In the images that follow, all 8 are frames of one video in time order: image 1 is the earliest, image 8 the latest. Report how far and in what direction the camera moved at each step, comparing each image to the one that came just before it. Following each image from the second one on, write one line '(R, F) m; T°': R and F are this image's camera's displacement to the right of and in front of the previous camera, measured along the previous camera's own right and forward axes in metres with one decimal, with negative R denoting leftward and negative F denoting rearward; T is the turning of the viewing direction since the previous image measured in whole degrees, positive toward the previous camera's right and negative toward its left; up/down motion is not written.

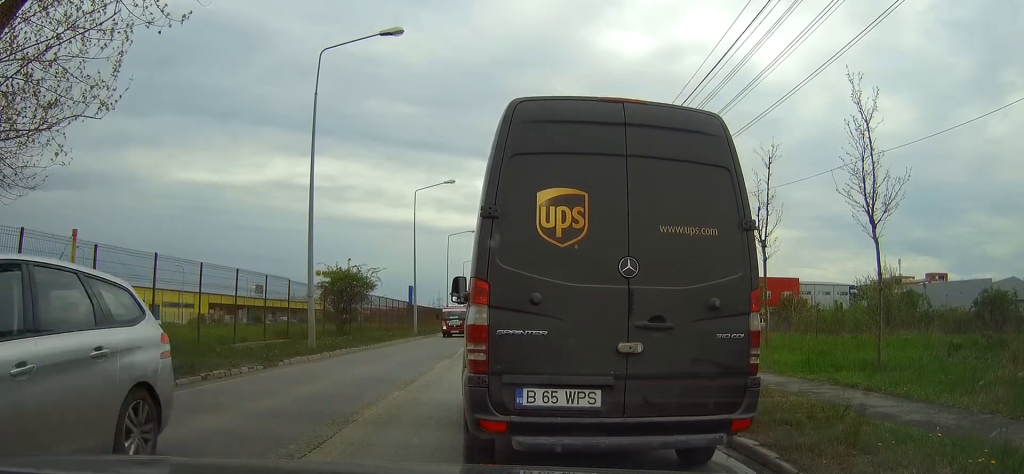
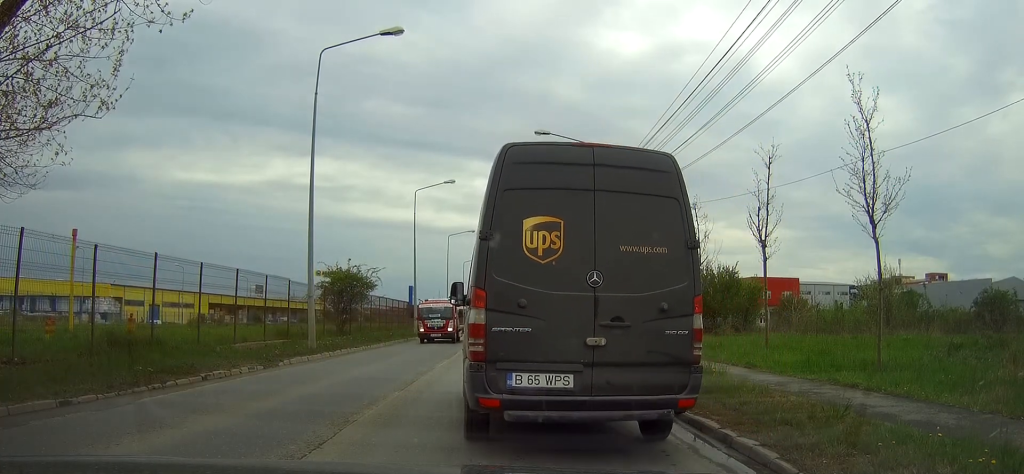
(0.0, 0.0) m; 0°
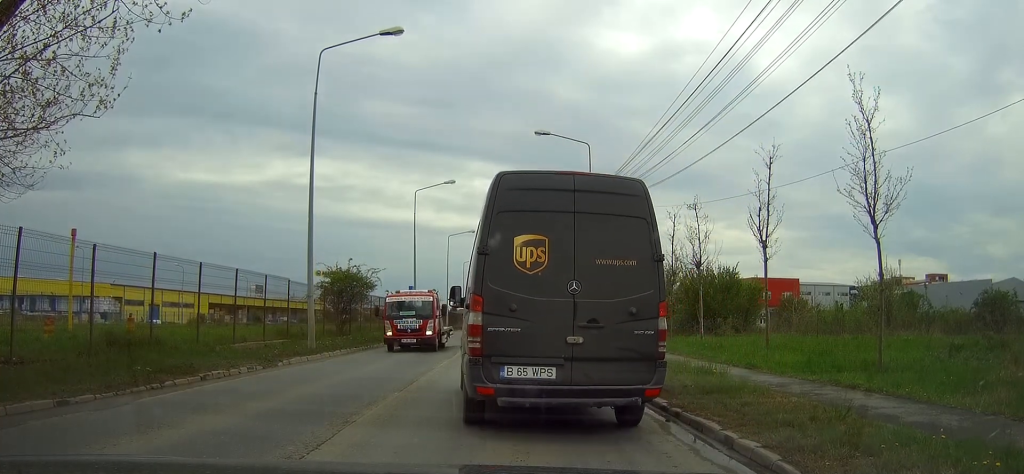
(0.0, 0.0) m; 0°
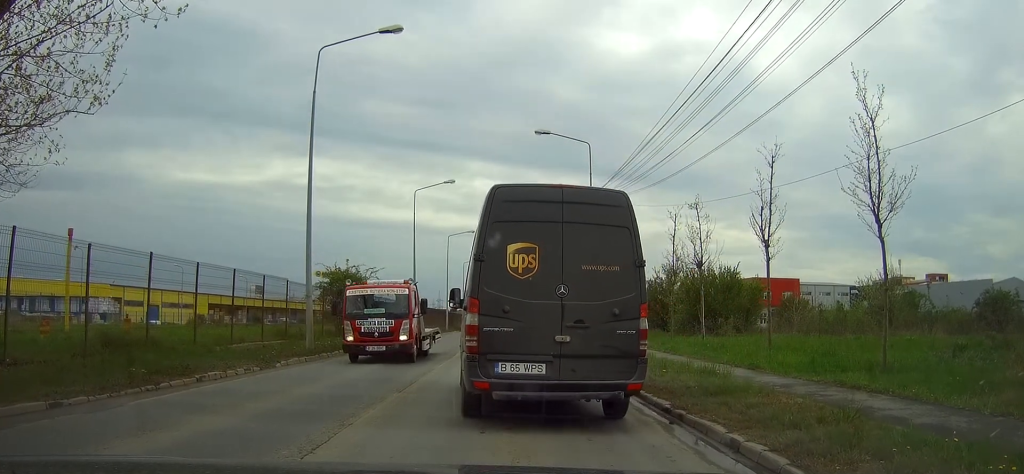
(0.0, 0.0) m; 0°
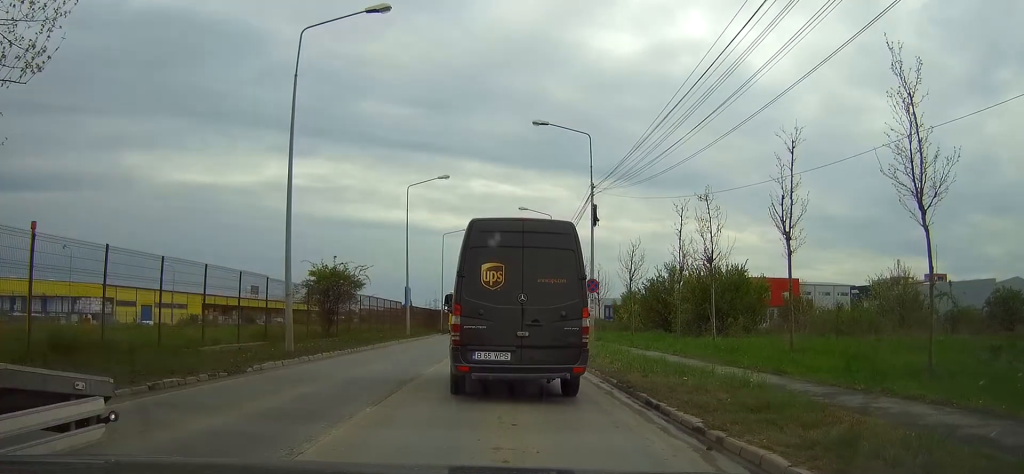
(+0.1, +1.4) m; -1°
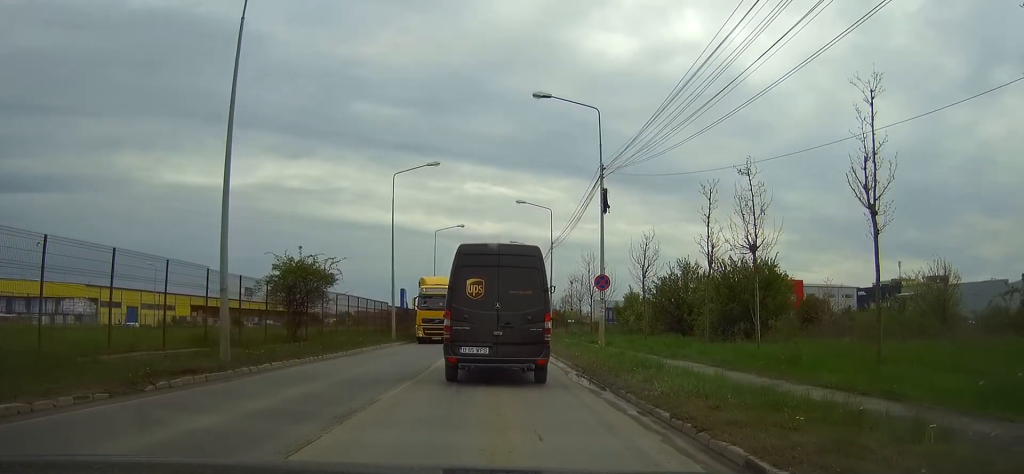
(-0.2, +4.2) m; -4°
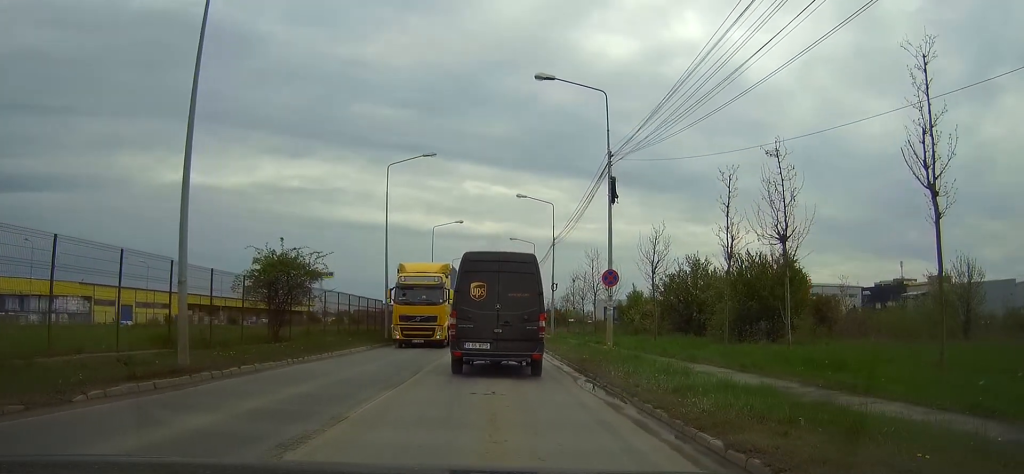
(0.0, +2.1) m; -2°
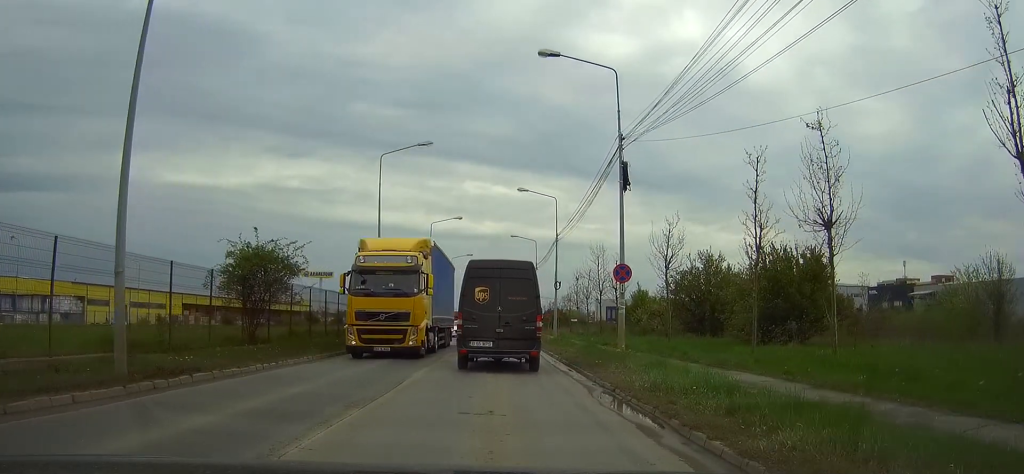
(0.0, +2.5) m; -3°
